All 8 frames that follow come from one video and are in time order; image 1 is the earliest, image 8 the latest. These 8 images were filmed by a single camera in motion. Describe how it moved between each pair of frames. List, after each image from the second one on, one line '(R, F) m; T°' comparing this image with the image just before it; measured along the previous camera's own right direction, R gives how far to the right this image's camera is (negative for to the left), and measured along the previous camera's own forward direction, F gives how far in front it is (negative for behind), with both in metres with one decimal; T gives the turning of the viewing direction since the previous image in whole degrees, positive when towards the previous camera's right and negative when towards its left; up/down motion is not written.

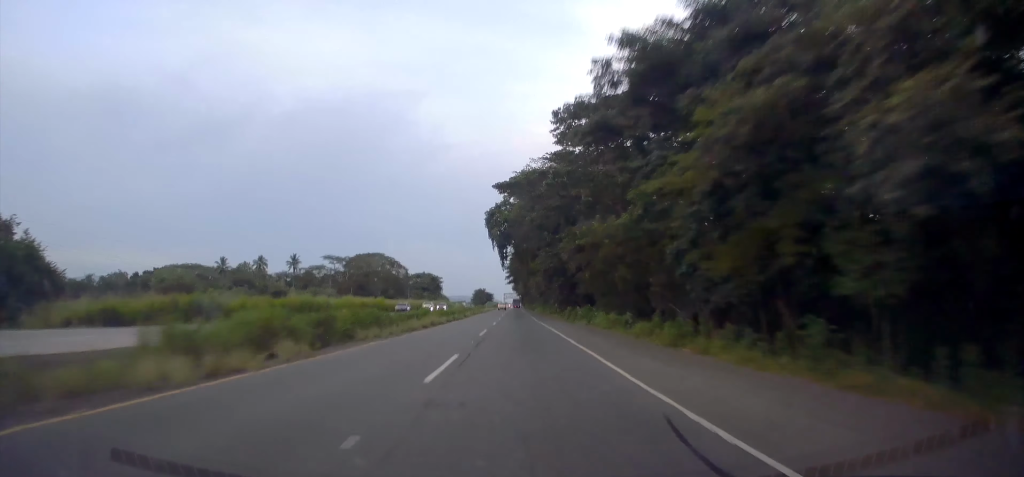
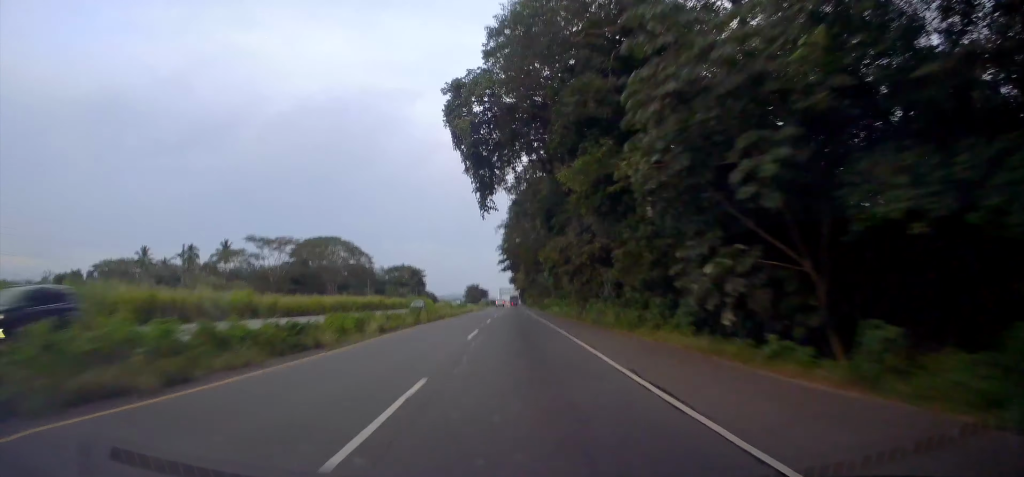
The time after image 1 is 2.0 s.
(+0.4, +50.6) m; +1°
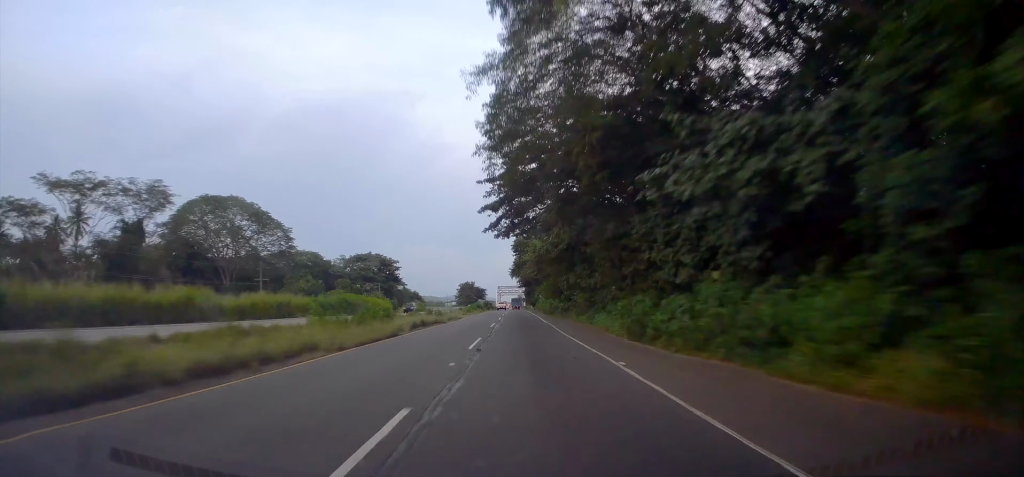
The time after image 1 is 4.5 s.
(0.0, +62.4) m; 0°
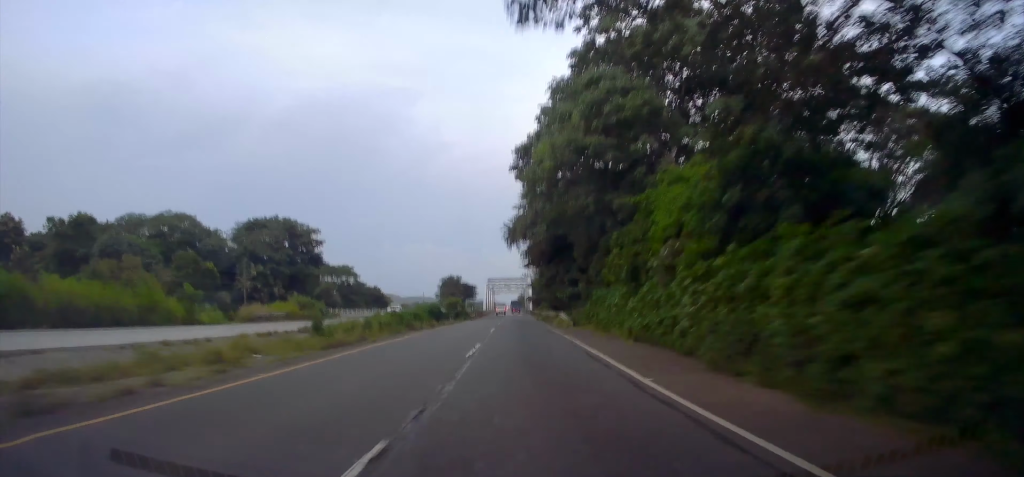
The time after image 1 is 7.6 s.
(-0.1, +76.7) m; 0°
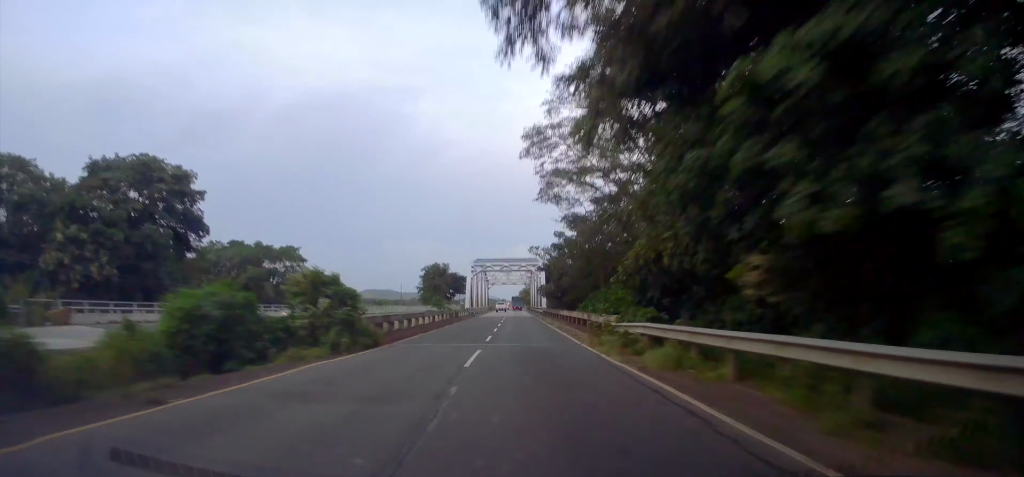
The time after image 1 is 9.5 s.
(+0.2, +47.9) m; 0°
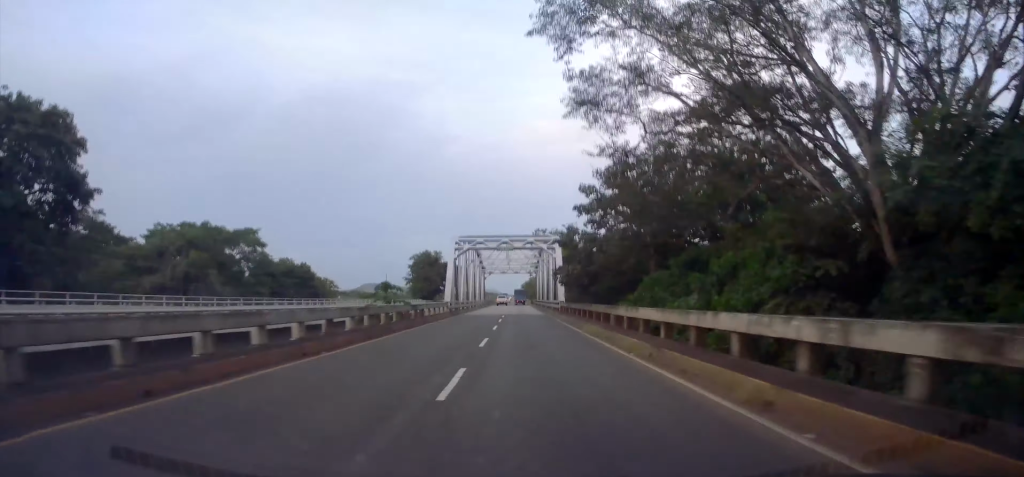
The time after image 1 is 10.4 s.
(+0.5, +23.0) m; 0°
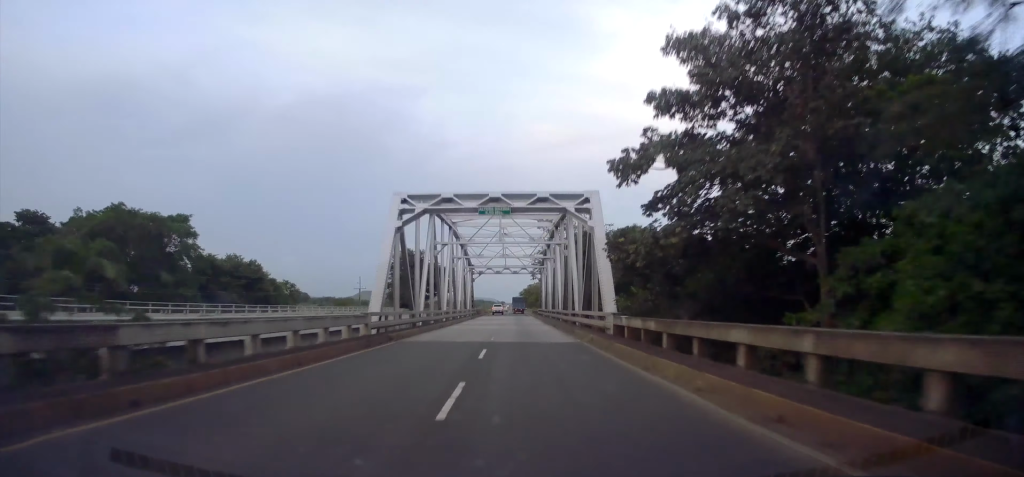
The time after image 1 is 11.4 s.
(-0.1, +25.1) m; 0°
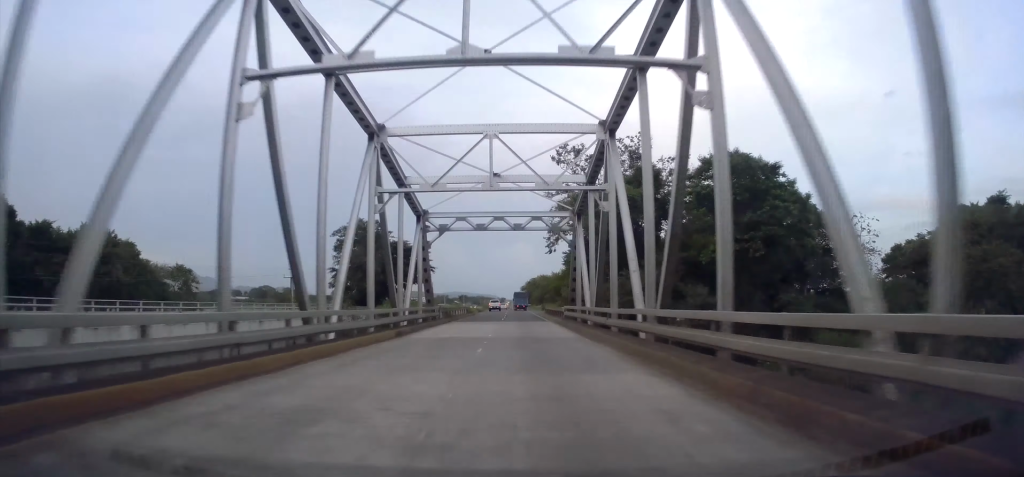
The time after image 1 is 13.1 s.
(-0.6, +41.6) m; -1°
